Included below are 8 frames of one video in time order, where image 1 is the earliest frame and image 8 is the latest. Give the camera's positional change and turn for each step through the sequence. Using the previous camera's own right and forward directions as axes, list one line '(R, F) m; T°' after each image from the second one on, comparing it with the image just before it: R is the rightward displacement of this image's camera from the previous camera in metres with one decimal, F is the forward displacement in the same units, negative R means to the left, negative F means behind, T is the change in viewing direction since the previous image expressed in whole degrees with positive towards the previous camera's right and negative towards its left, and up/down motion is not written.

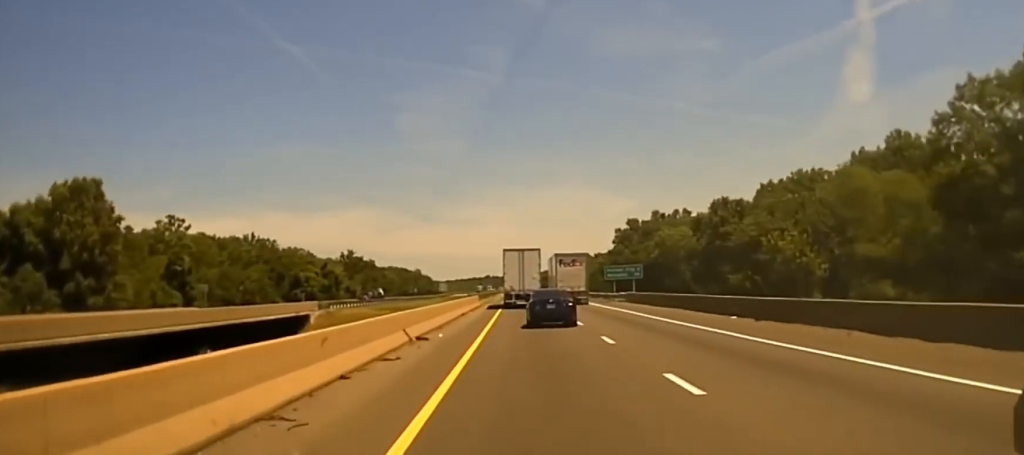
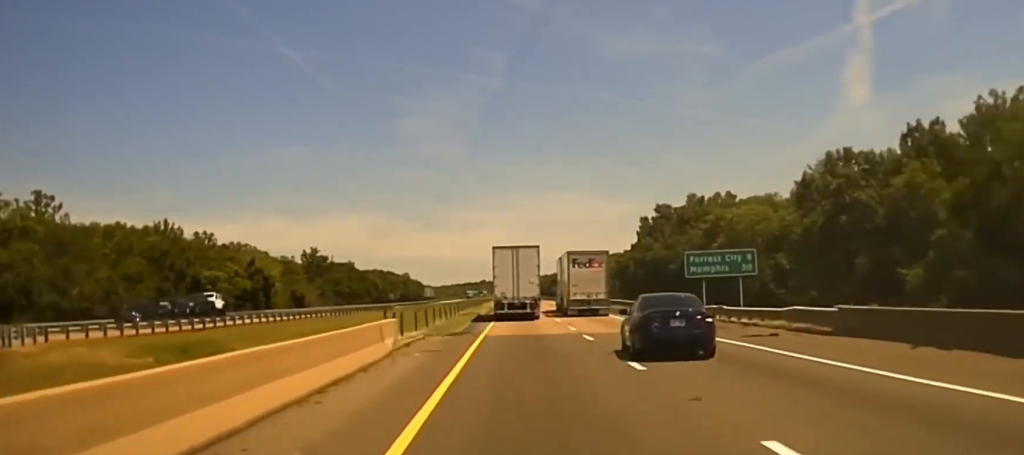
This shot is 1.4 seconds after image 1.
(+0.3, +55.8) m; 0°
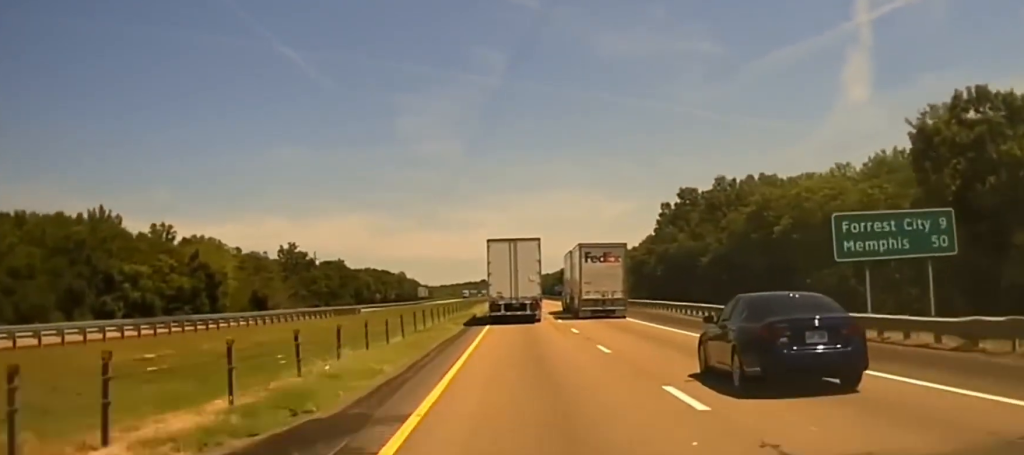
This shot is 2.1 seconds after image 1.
(0.0, +27.2) m; 0°
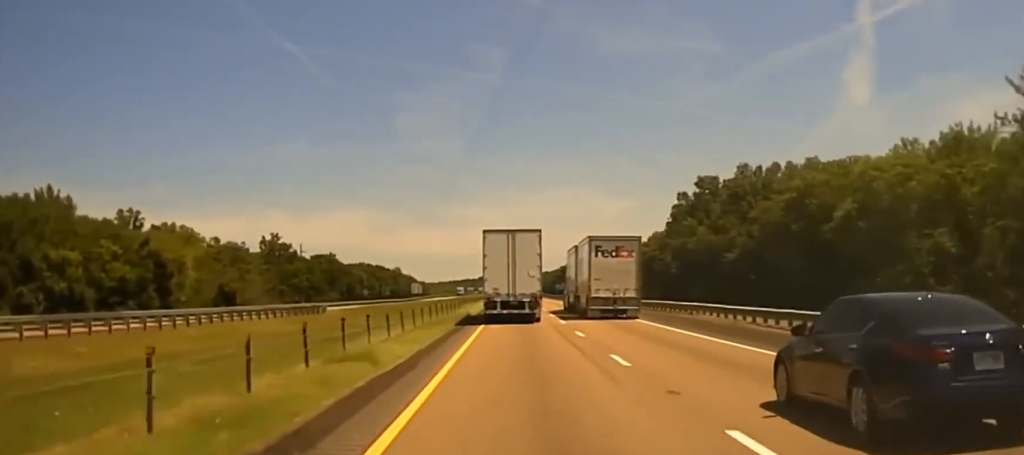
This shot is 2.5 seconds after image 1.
(-0.1, +15.2) m; 0°
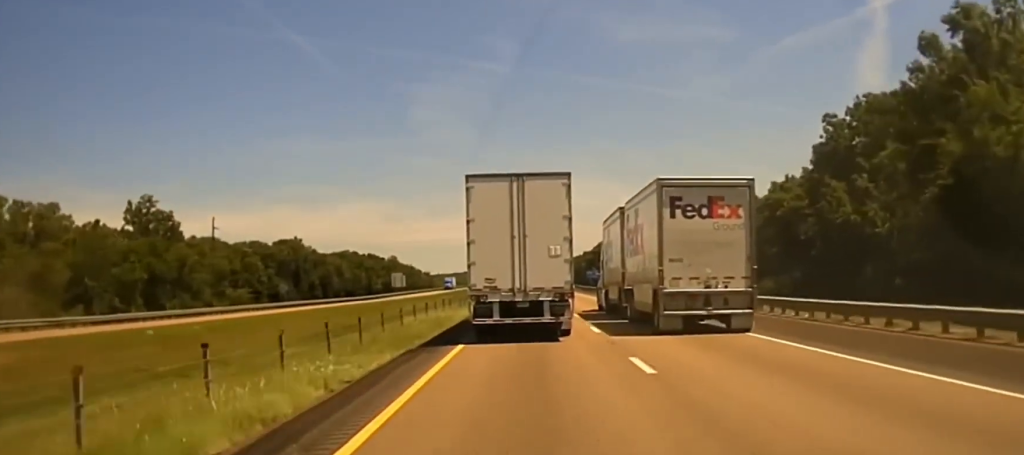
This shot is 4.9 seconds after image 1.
(-0.3, +84.8) m; -2°
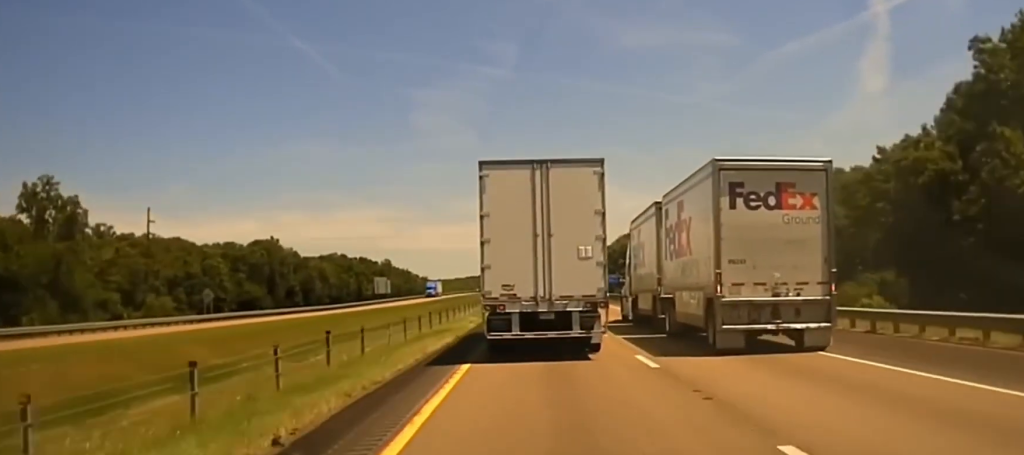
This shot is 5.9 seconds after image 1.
(-0.2, +31.4) m; 0°
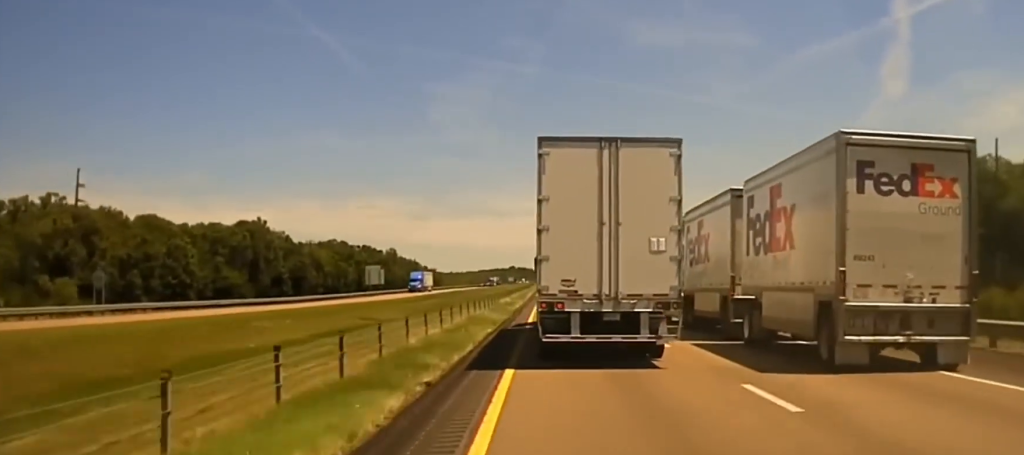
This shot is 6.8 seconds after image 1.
(0.0, +27.1) m; +1°
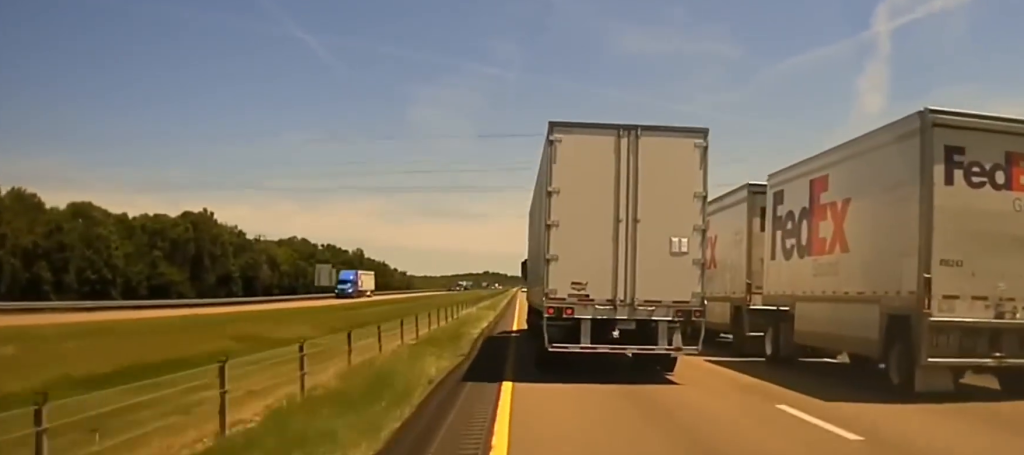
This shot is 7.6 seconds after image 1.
(+0.2, +19.4) m; +1°
